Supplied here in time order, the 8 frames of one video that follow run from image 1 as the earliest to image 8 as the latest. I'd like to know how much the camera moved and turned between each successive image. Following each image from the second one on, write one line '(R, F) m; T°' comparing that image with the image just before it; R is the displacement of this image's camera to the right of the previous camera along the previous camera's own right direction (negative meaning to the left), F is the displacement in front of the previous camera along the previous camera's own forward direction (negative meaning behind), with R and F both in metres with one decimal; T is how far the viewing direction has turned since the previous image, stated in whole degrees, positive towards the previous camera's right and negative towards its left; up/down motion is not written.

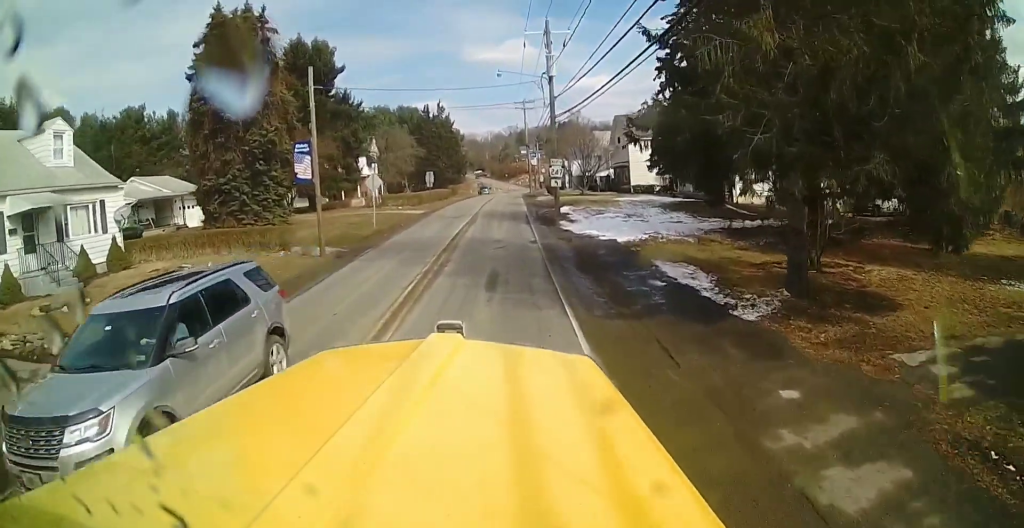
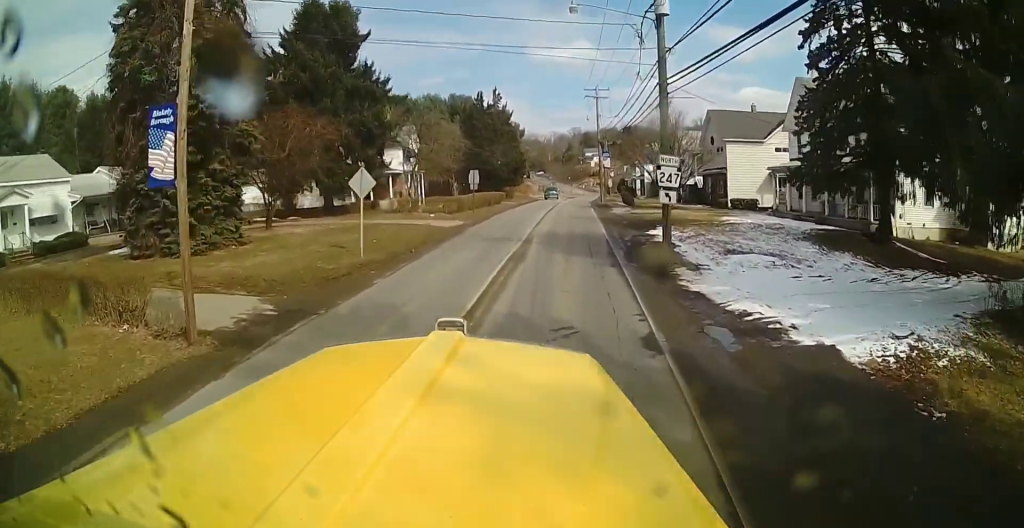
(+1.0, +12.7) m; +3°
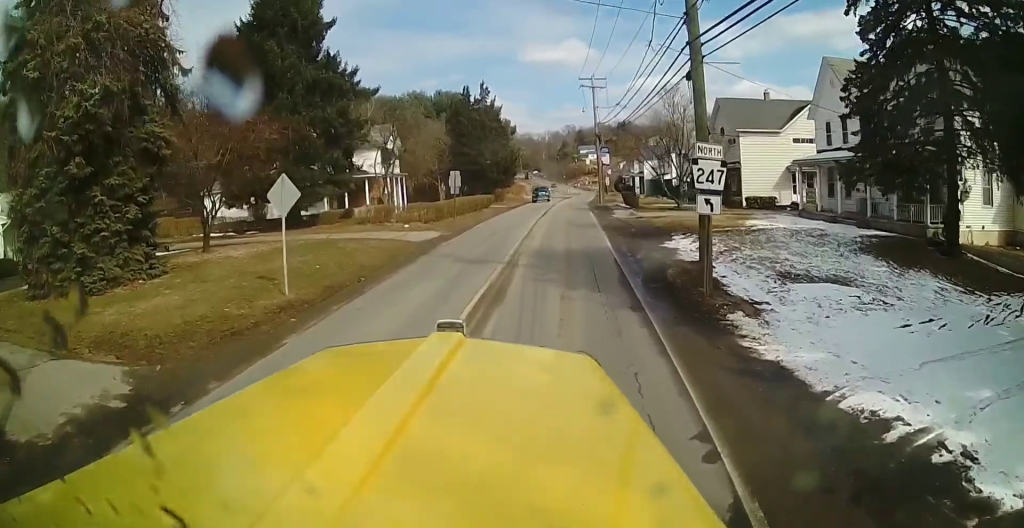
(0.0, +5.4) m; +1°
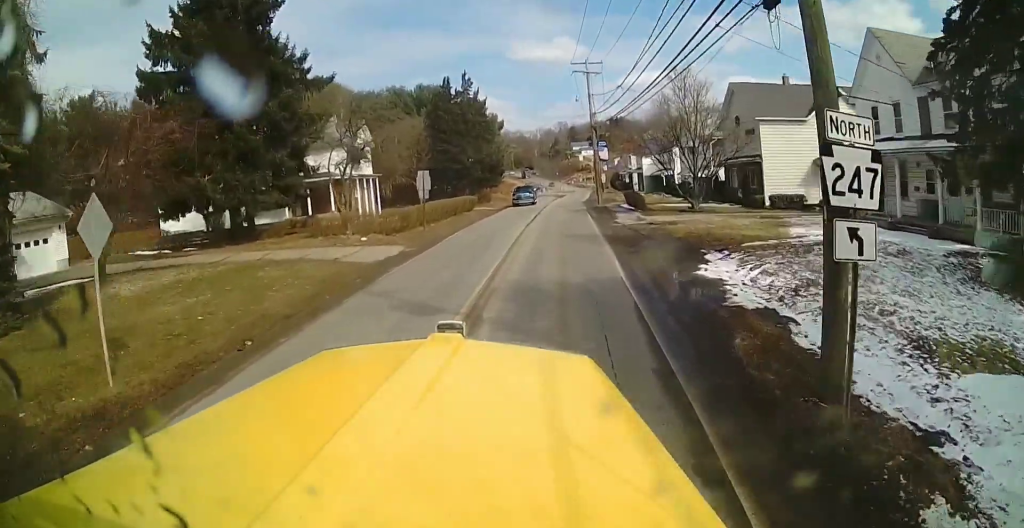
(+0.1, +6.2) m; +1°
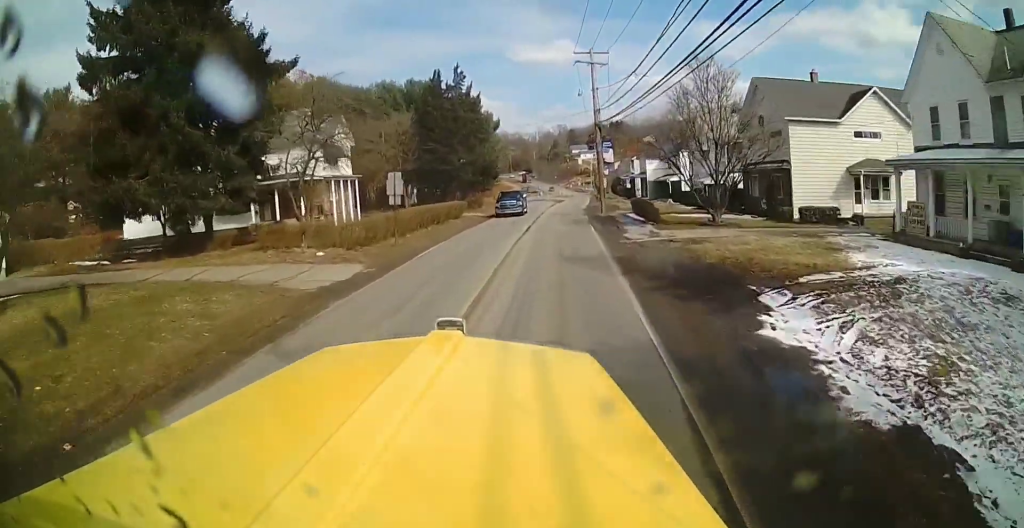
(0.0, +4.5) m; 0°
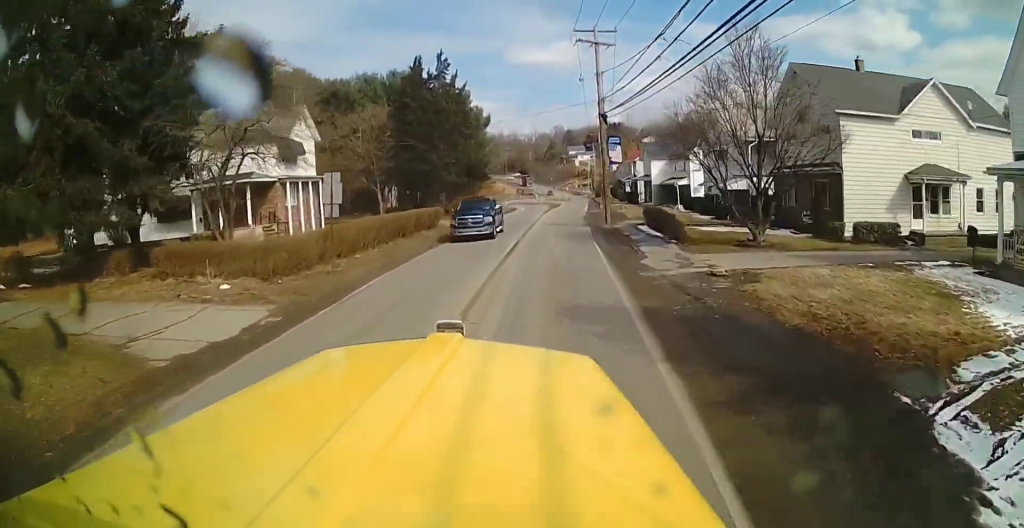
(0.0, +6.6) m; 0°
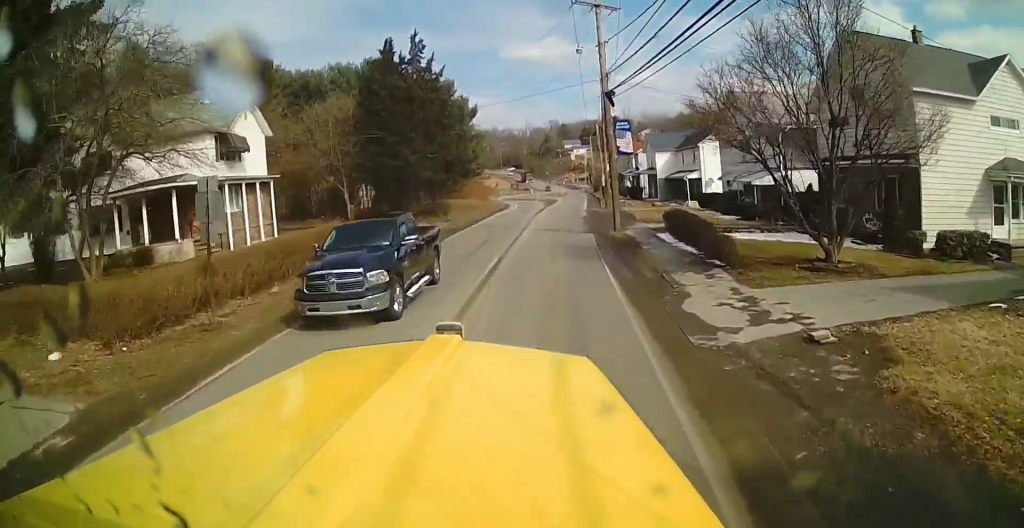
(0.0, +6.9) m; 0°
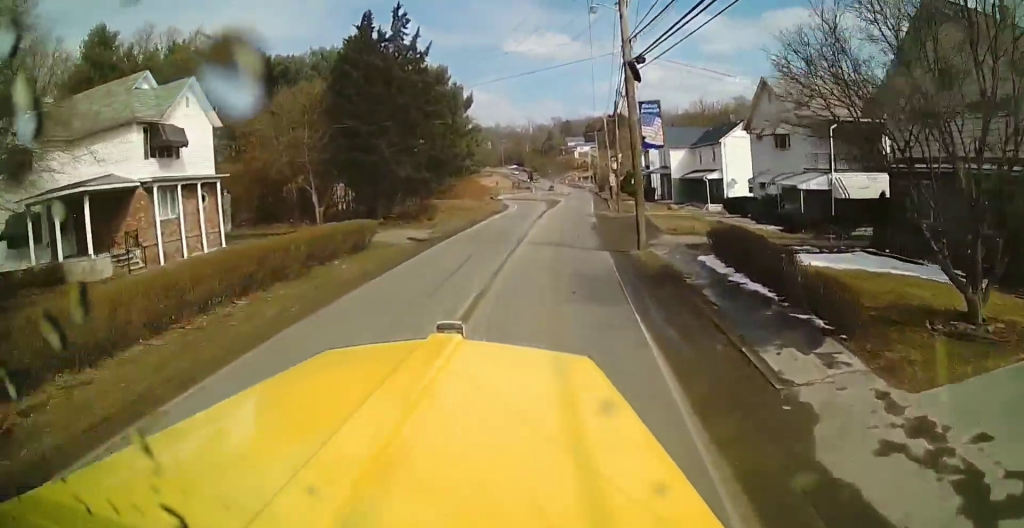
(0.0, +6.1) m; 0°
